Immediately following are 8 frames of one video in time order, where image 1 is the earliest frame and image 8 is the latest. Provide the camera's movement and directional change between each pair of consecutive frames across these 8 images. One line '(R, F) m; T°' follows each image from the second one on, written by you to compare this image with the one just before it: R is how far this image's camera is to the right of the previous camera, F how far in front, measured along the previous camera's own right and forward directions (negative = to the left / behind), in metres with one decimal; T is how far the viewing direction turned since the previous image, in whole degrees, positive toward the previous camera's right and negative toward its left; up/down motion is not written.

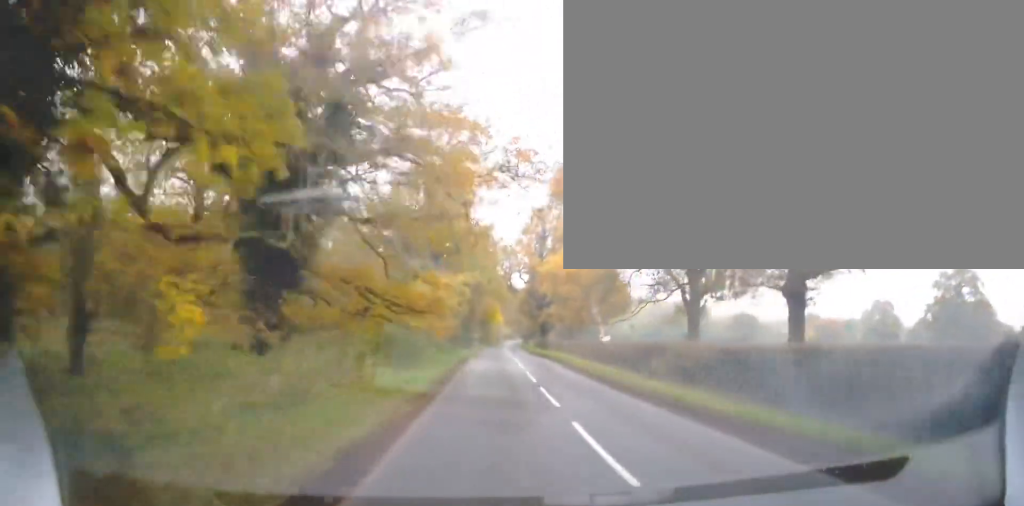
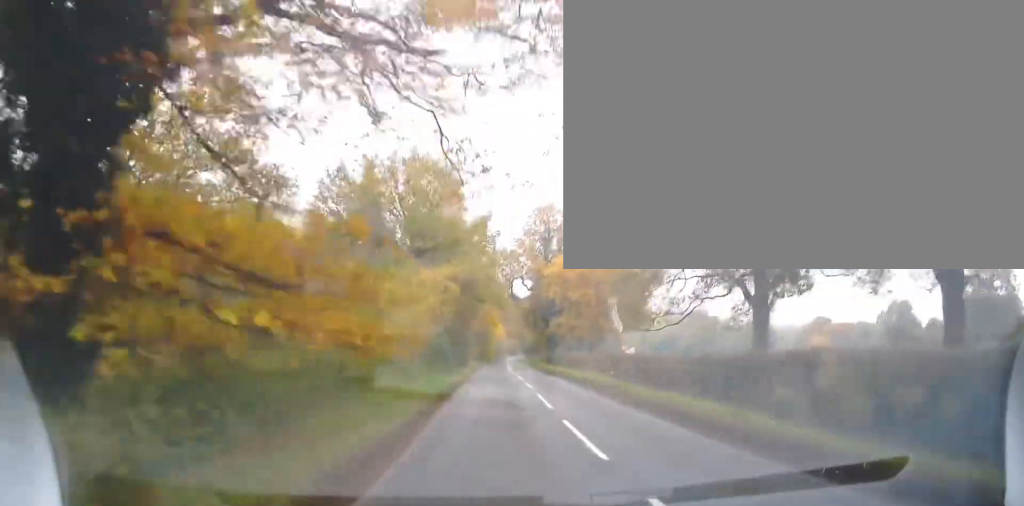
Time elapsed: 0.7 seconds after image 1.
(-0.2, +10.2) m; -1°
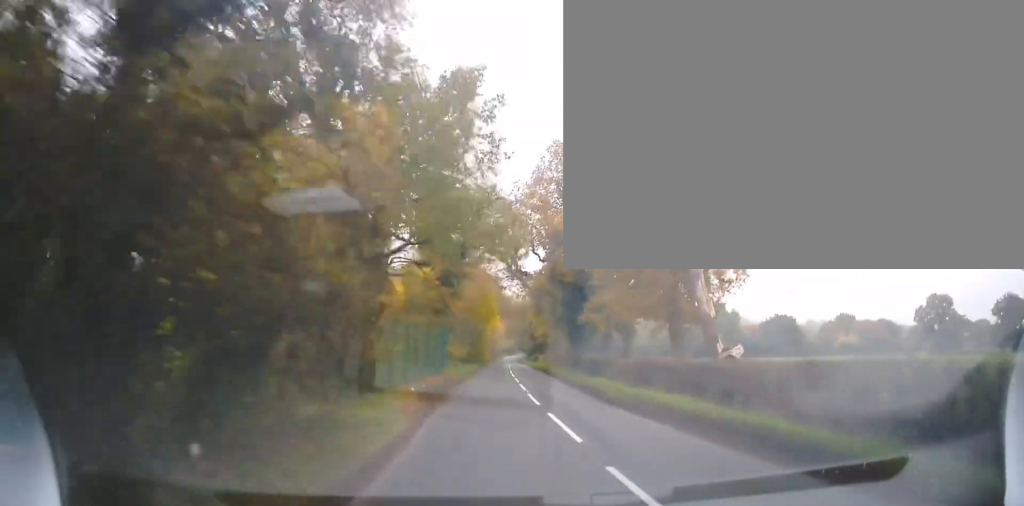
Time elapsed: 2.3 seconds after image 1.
(+0.4, +22.9) m; +3°
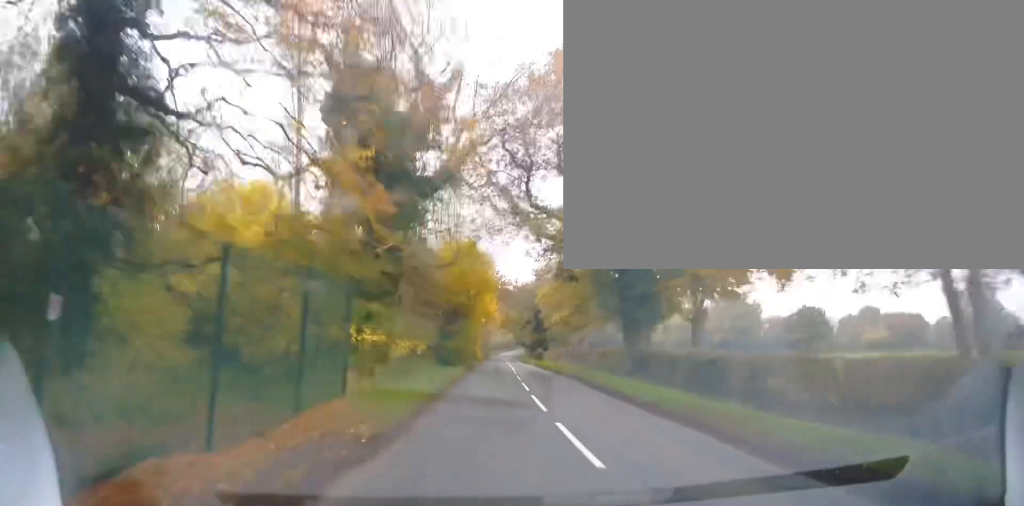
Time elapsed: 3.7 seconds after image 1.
(+0.4, +21.1) m; 0°
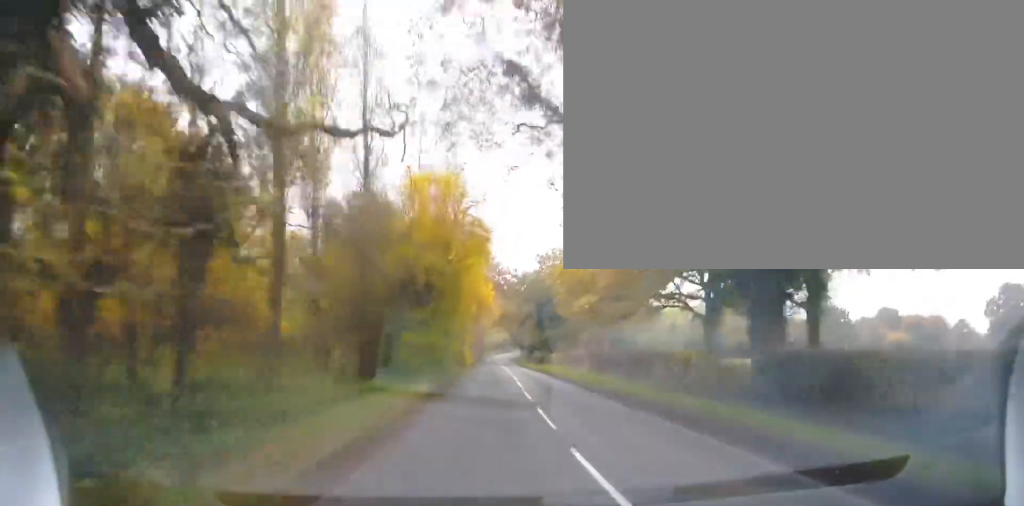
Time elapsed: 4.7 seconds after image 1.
(-0.2, +14.5) m; -2°
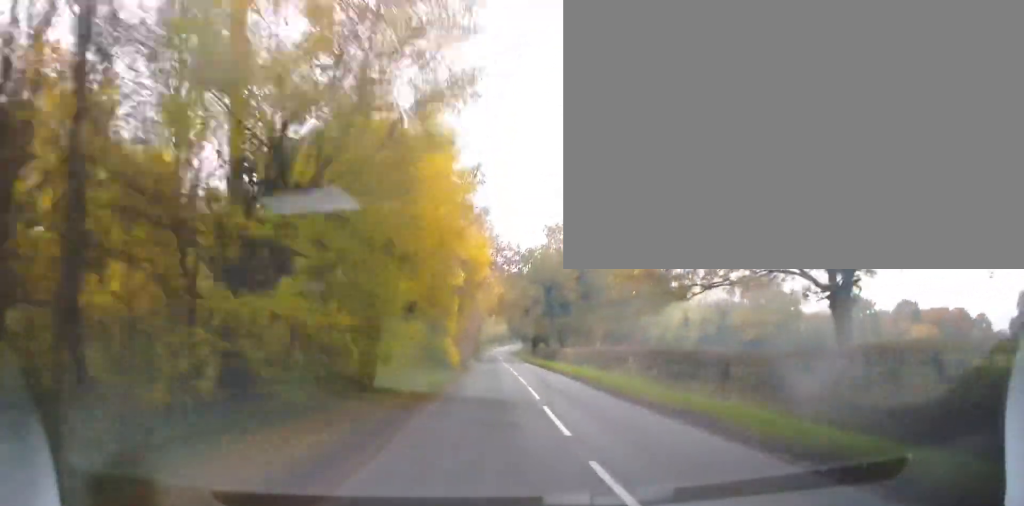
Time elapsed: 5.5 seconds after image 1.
(-0.2, +12.8) m; 0°
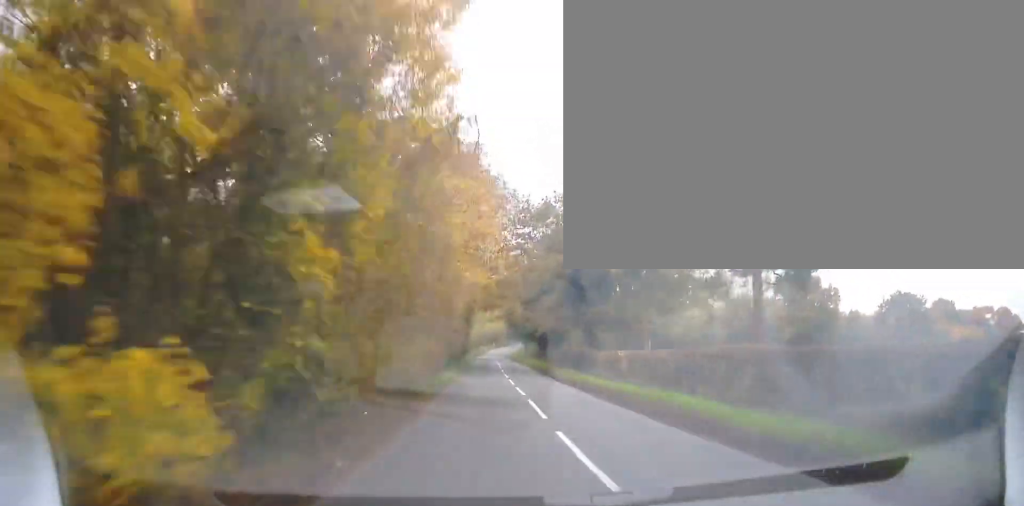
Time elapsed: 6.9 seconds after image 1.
(+0.5, +22.0) m; +1°
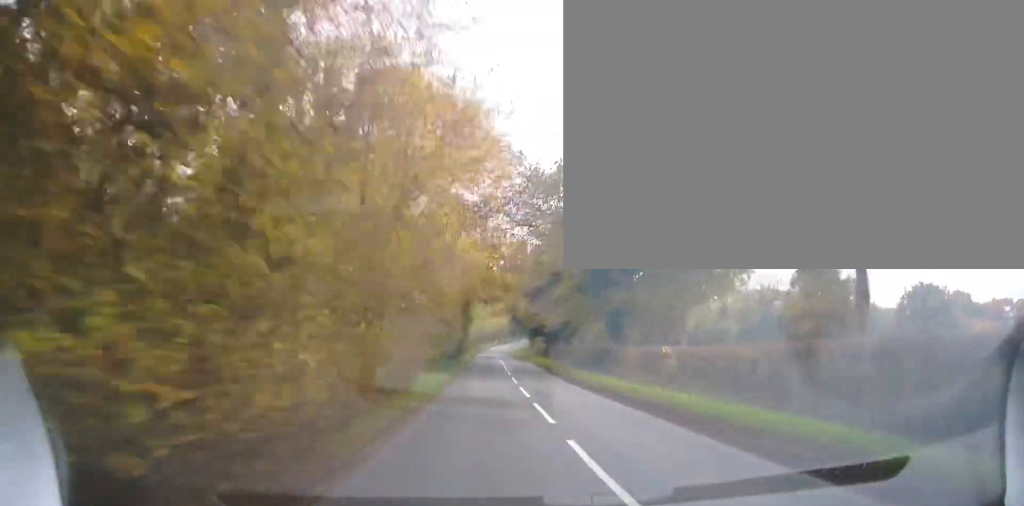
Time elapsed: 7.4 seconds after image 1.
(-0.1, +7.3) m; 0°
